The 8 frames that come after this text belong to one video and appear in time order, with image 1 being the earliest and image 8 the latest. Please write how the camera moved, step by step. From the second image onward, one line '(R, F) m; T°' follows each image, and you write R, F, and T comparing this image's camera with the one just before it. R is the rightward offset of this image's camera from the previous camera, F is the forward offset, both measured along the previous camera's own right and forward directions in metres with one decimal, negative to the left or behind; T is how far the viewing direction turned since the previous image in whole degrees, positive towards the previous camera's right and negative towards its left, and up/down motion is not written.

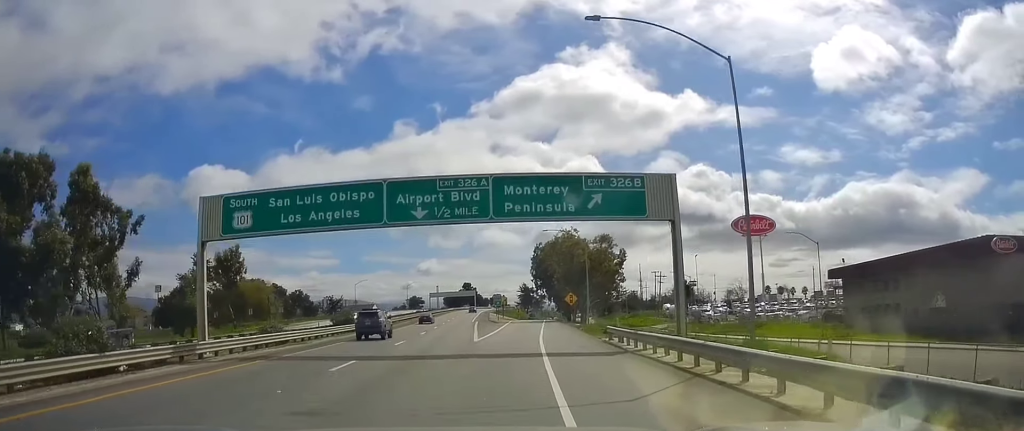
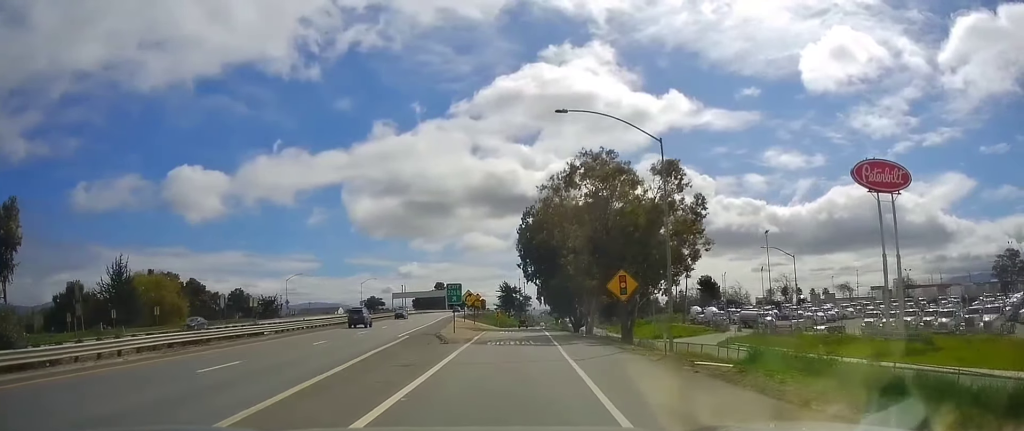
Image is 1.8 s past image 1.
(+0.8, +45.2) m; +3°
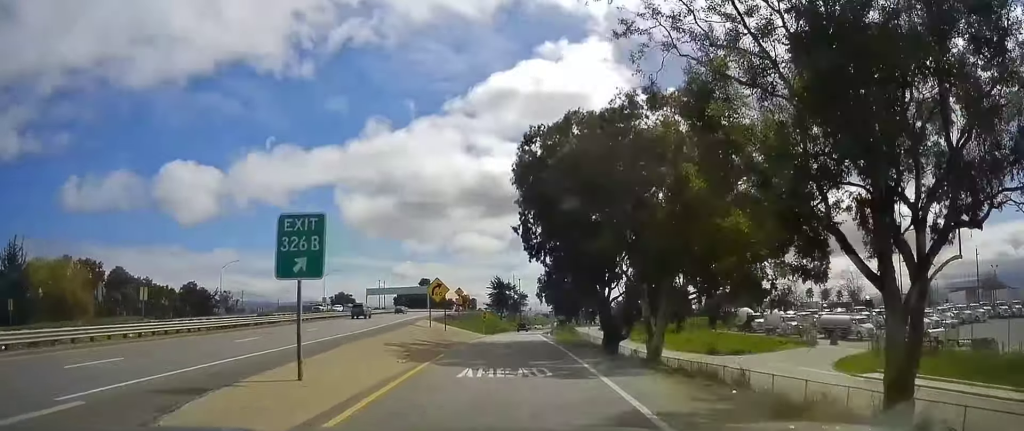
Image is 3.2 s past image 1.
(+0.3, +32.9) m; 0°
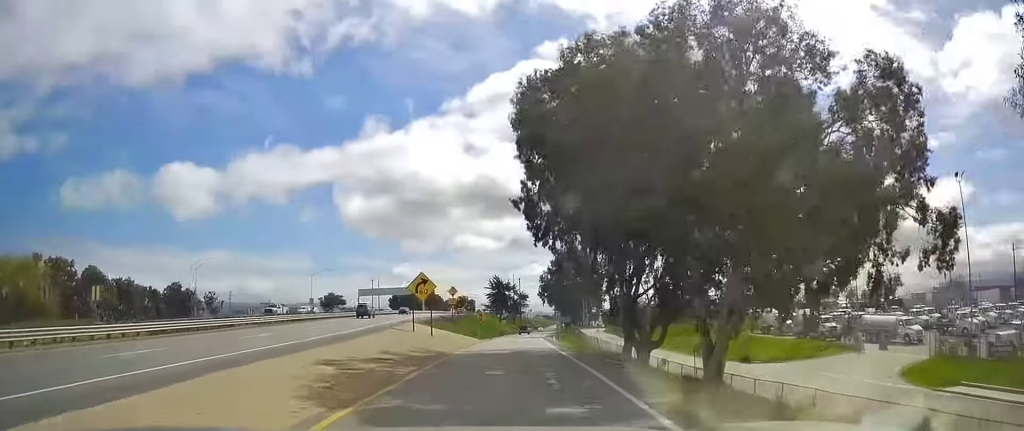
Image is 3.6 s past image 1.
(-0.1, +10.5) m; 0°
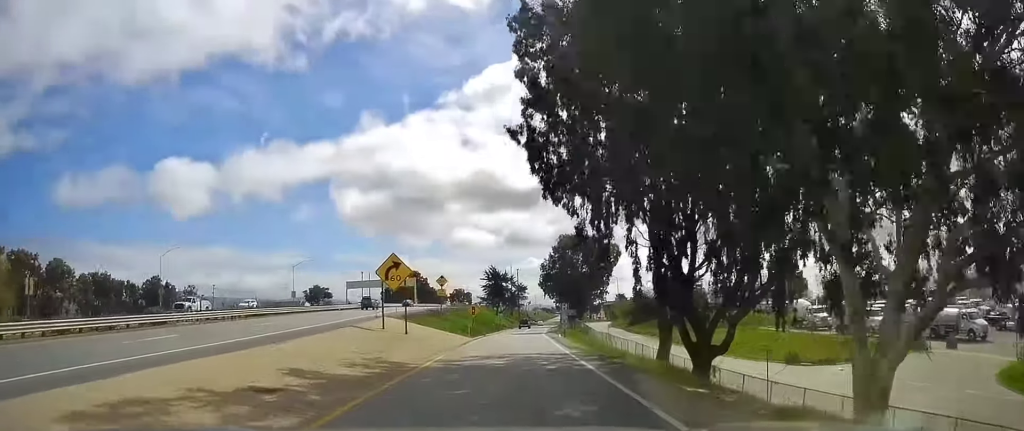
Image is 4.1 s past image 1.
(0.0, +11.6) m; 0°
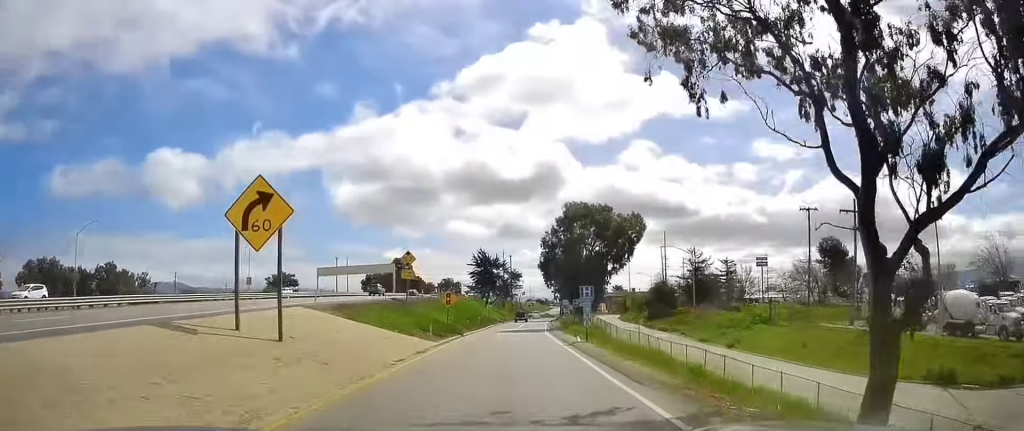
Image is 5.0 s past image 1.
(+0.2, +21.5) m; +1°
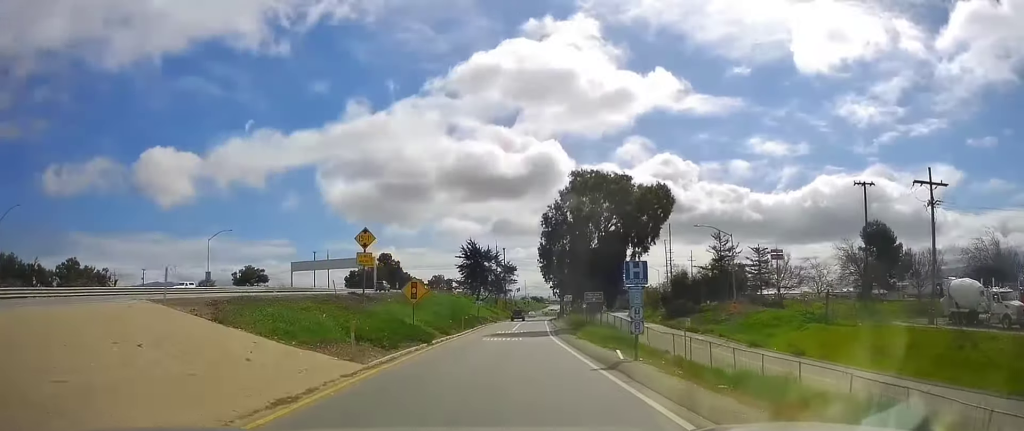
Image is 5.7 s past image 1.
(+0.1, +15.2) m; 0°
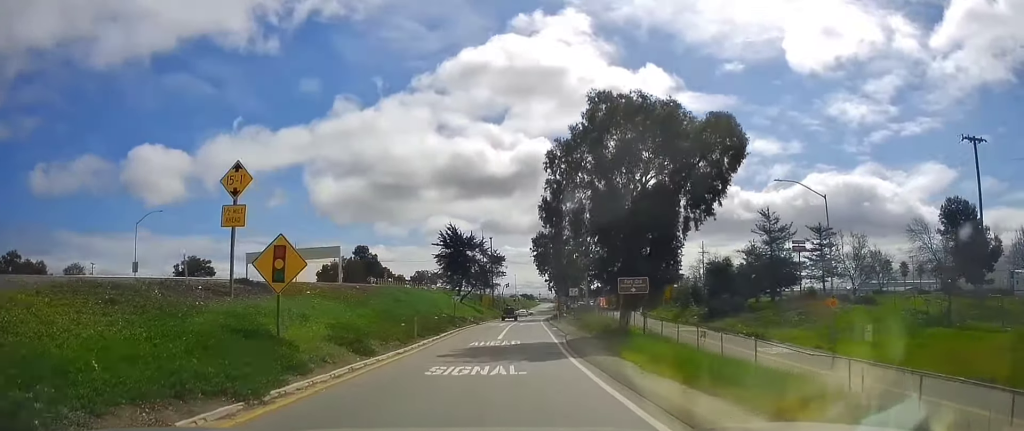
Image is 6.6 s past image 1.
(0.0, +20.5) m; +1°
